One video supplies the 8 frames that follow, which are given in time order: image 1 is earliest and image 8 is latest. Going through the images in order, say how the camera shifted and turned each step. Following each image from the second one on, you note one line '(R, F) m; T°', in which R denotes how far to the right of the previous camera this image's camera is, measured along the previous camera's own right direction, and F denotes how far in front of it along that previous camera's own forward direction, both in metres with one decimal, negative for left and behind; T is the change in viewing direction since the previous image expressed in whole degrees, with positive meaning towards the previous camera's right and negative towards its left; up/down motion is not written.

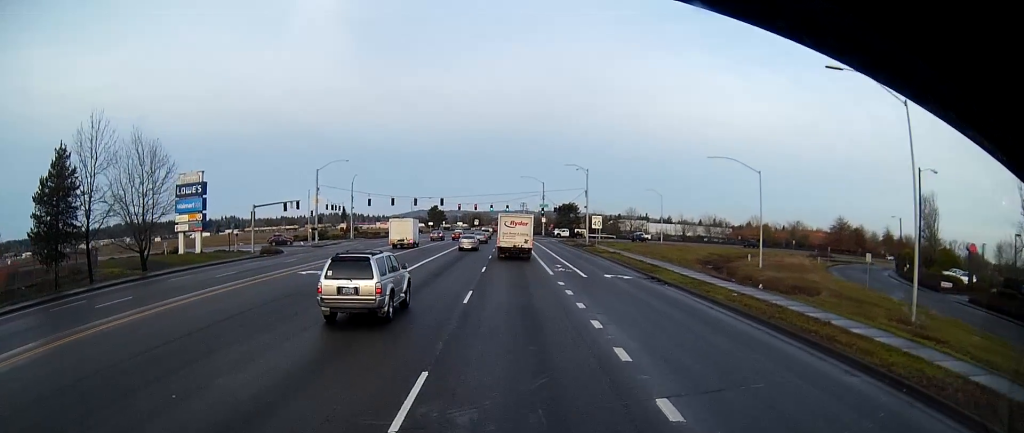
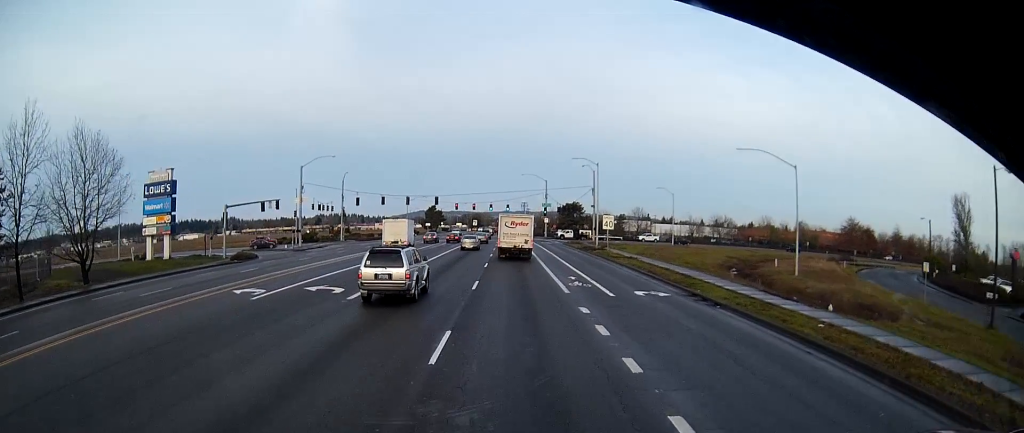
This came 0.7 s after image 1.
(0.0, +7.8) m; -1°
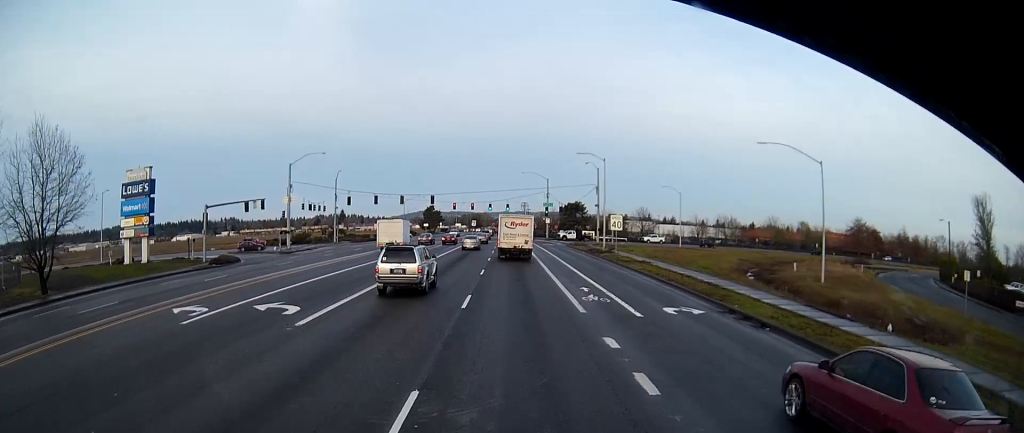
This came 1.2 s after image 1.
(0.0, +4.7) m; -1°
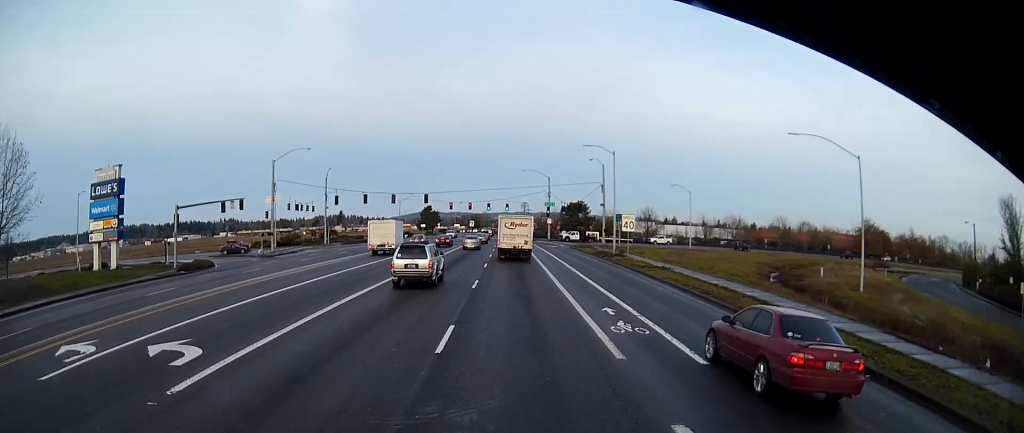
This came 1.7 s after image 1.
(-0.1, +6.1) m; 0°
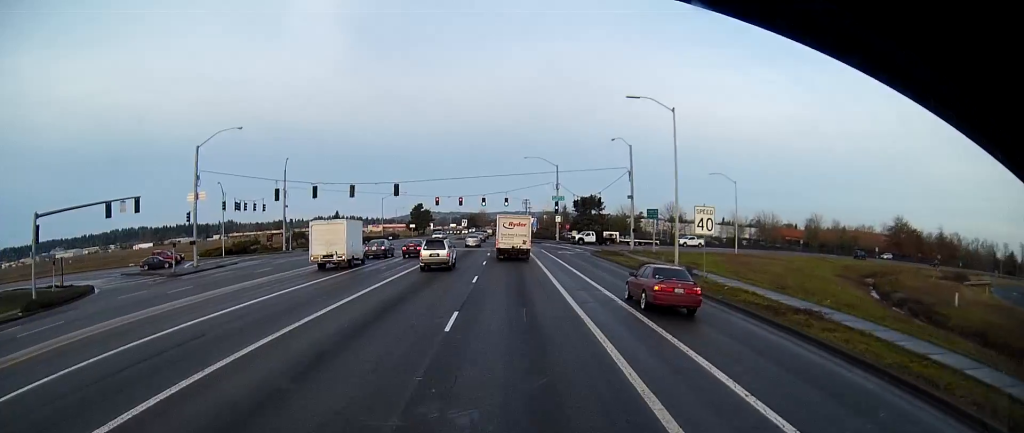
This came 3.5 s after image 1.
(+0.1, +20.8) m; +1°
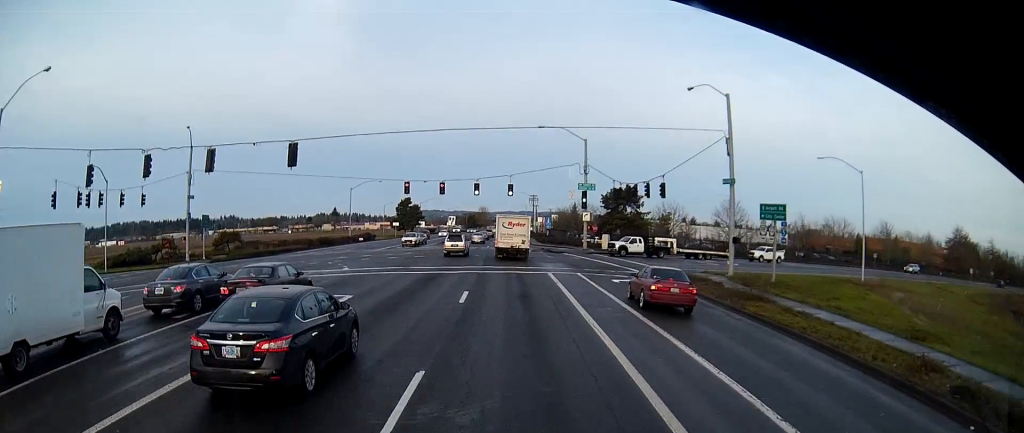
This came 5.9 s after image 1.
(-0.6, +31.1) m; -1°
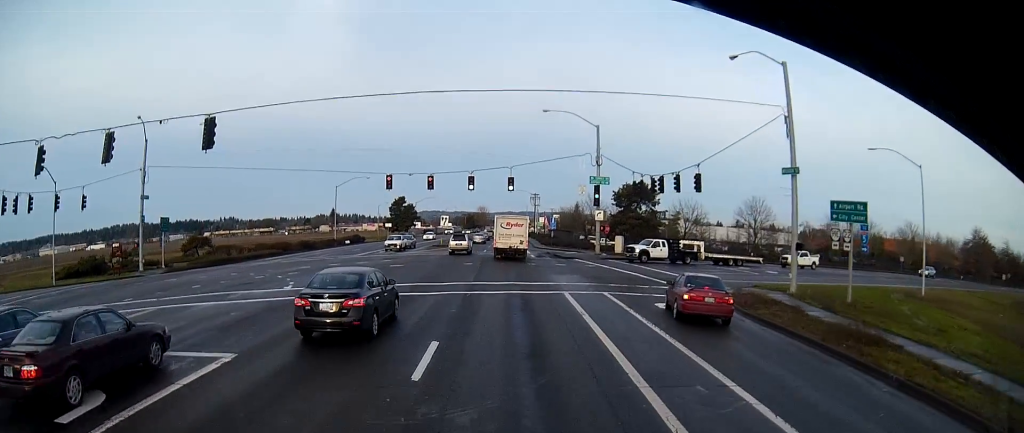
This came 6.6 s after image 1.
(+0.1, +9.6) m; +1°
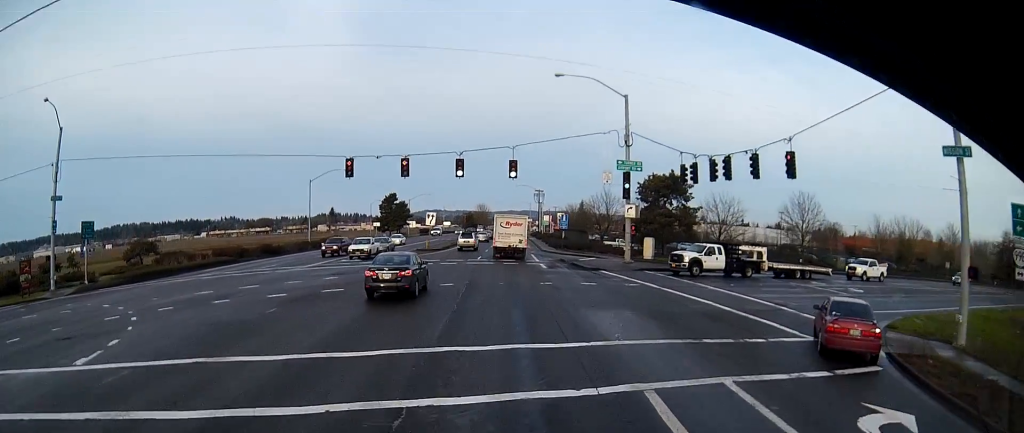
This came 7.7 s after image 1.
(+0.4, +13.9) m; 0°
